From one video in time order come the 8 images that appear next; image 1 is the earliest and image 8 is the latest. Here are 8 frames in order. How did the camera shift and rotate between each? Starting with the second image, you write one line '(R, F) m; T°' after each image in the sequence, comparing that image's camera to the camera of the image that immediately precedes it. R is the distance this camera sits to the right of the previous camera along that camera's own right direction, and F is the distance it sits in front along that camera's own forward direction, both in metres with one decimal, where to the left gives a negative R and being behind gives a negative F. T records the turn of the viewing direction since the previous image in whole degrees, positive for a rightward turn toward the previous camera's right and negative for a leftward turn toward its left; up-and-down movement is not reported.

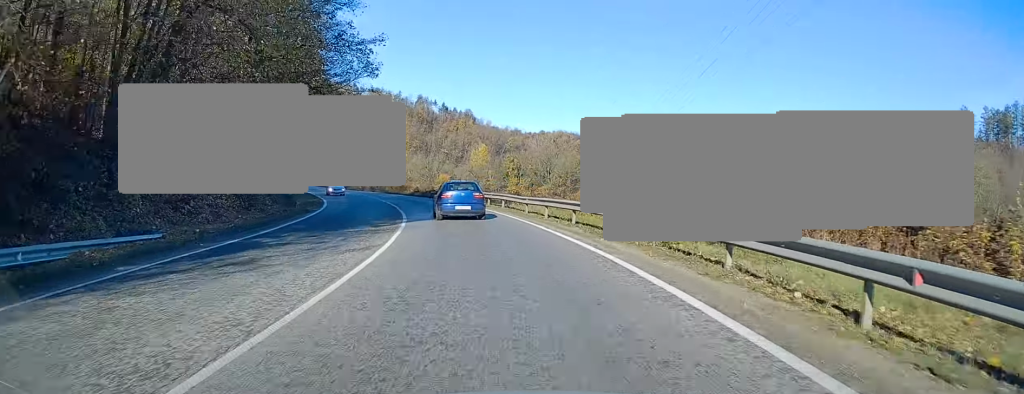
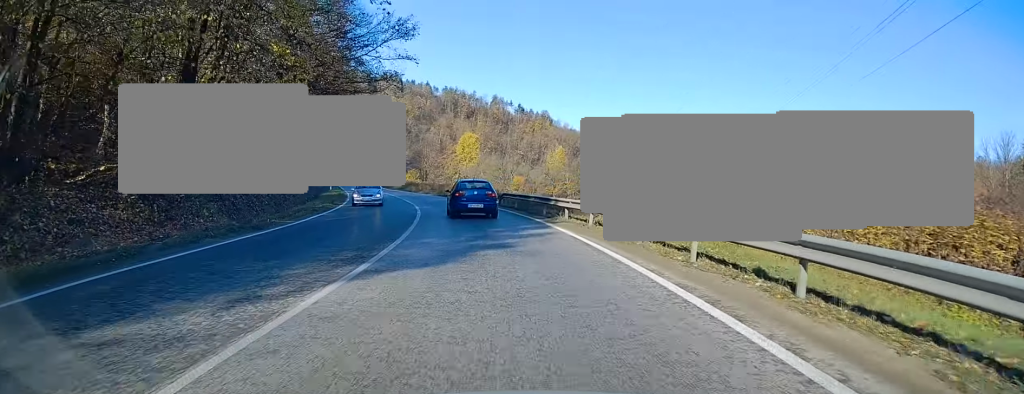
(-0.6, +14.1) m; -5°
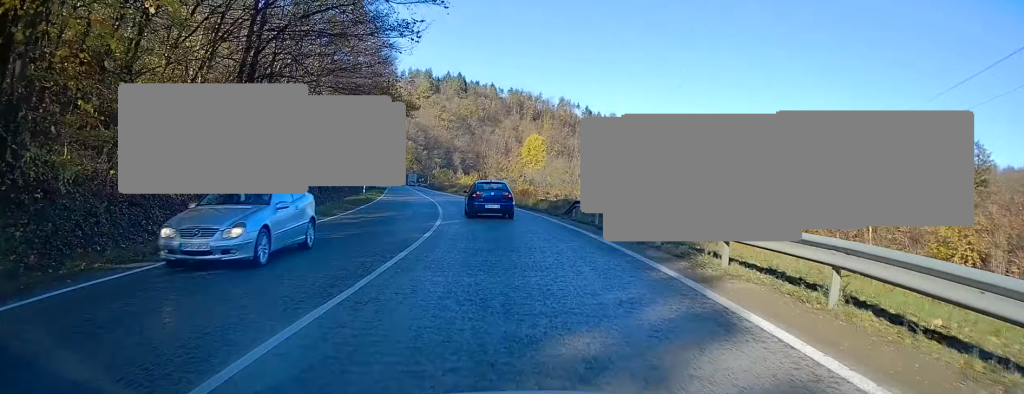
(-0.5, +13.0) m; -5°
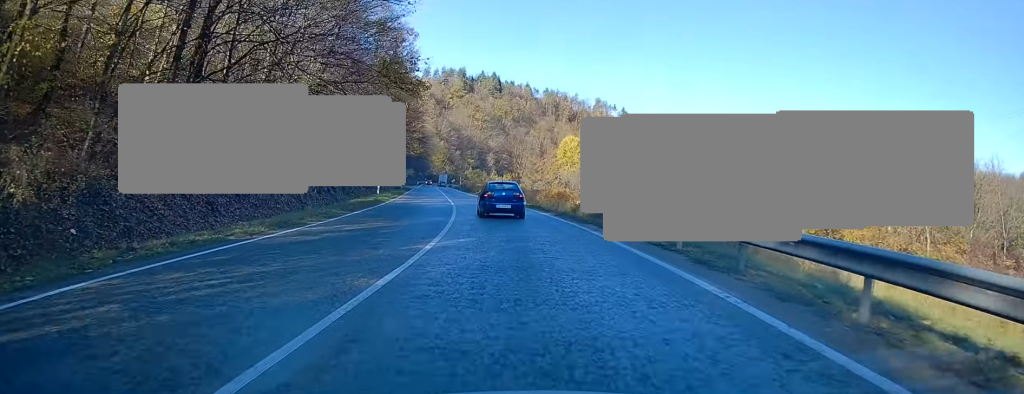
(-0.2, +7.9) m; -3°
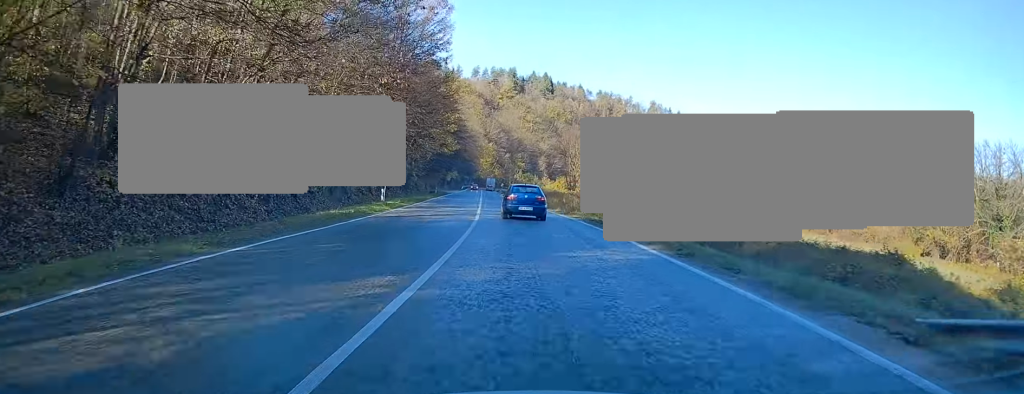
(-1.0, +15.8) m; -7°
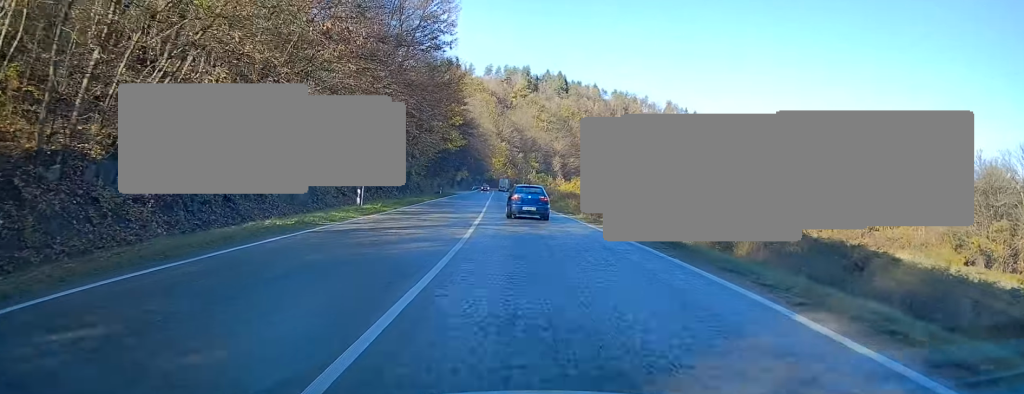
(-0.2, +8.5) m; -3°
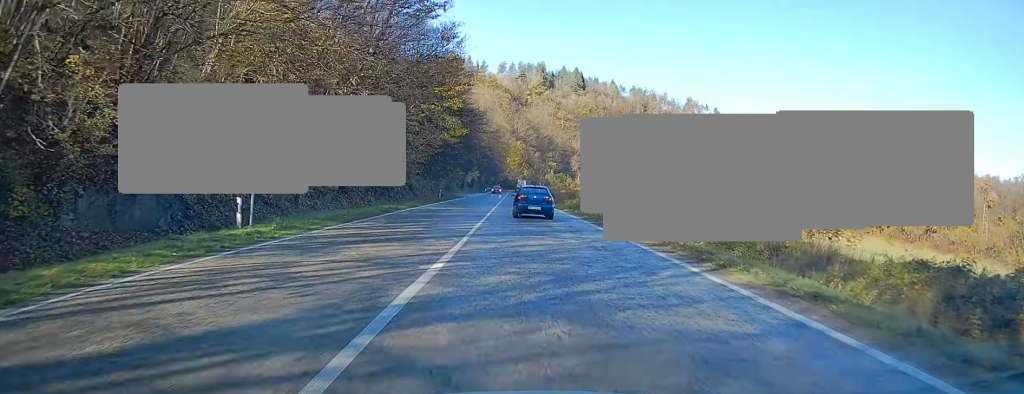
(-0.9, +14.7) m; -3°
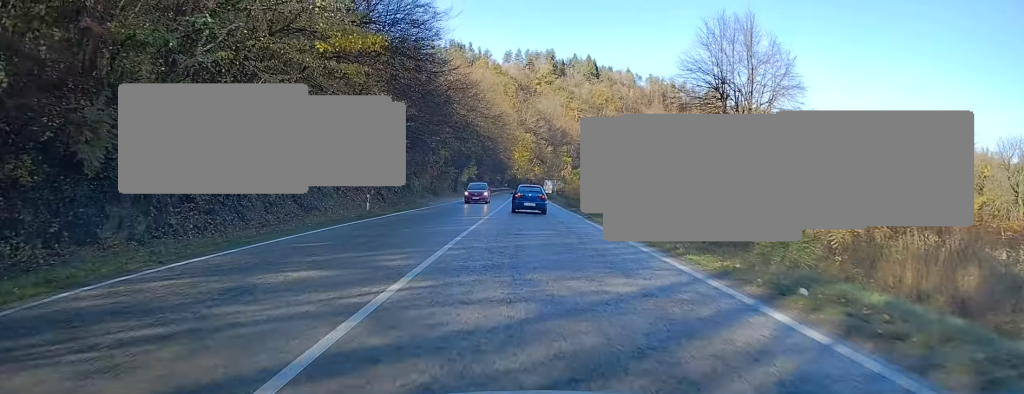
(-1.1, +33.1) m; -4°
